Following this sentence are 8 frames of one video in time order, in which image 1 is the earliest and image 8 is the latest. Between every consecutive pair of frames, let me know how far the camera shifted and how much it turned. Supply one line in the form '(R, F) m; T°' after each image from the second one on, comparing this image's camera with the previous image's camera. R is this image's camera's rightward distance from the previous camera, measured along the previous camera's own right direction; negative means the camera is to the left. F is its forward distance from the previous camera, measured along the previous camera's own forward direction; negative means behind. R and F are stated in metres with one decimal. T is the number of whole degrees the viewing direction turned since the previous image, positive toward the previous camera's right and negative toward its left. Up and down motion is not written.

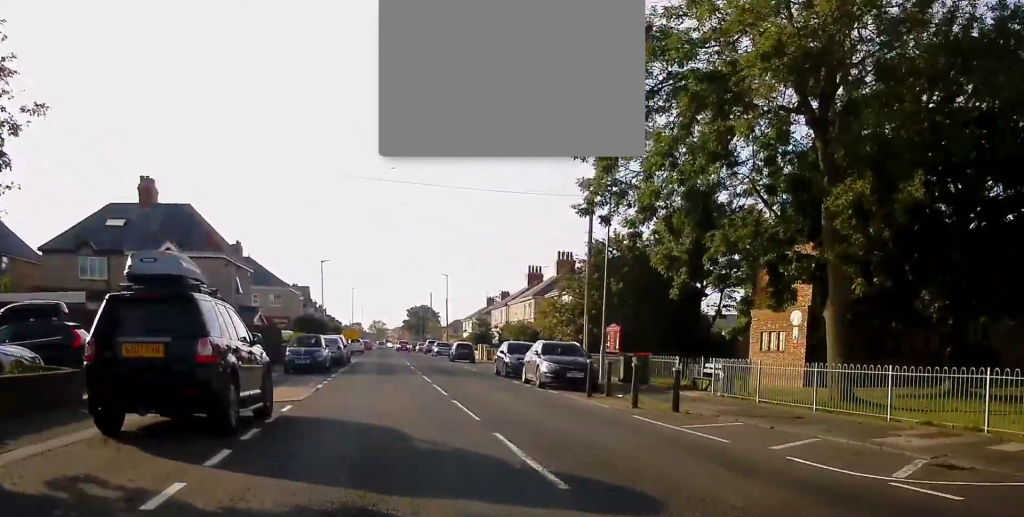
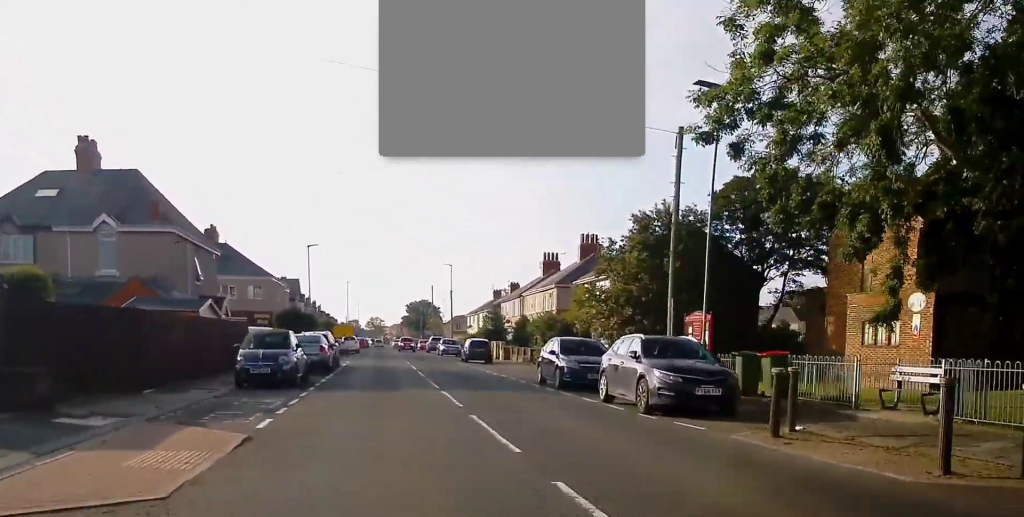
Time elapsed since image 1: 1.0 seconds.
(-0.2, +10.0) m; 0°
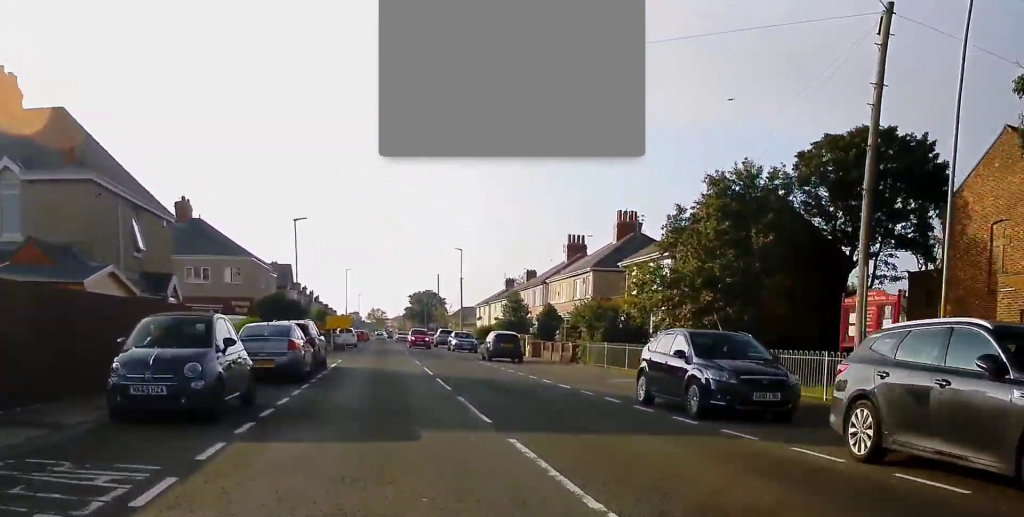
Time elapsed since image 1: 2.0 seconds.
(+0.2, +9.7) m; -1°
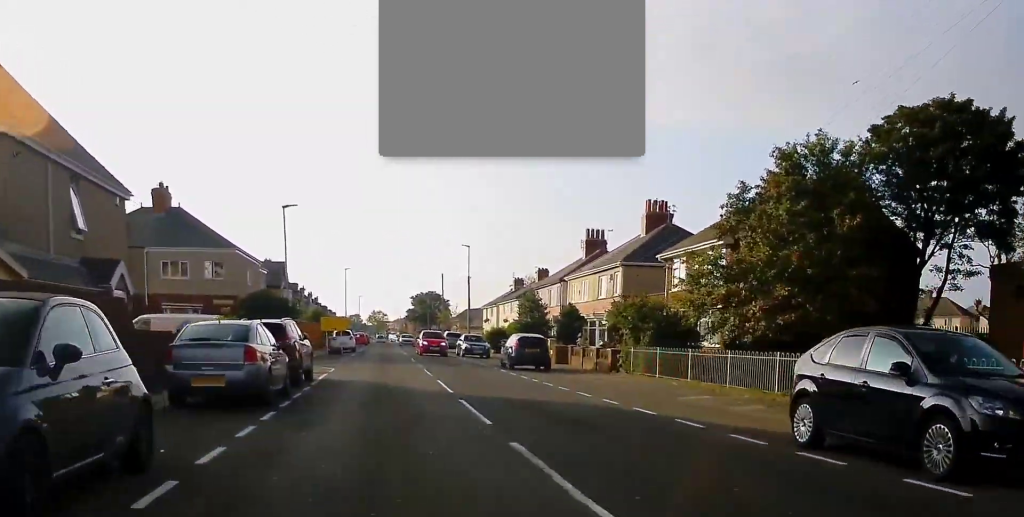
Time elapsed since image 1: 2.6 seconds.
(-0.2, +6.0) m; 0°
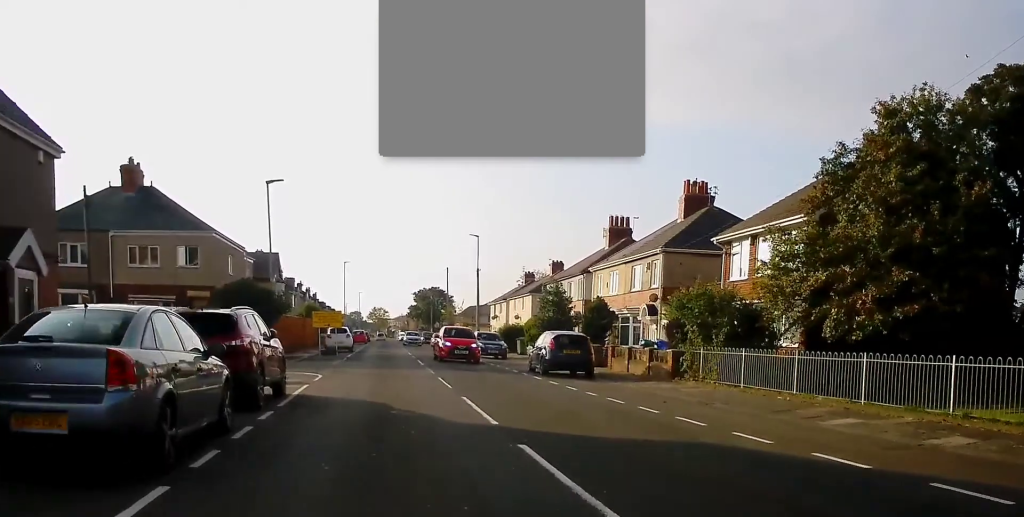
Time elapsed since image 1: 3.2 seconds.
(0.0, +6.4) m; 0°
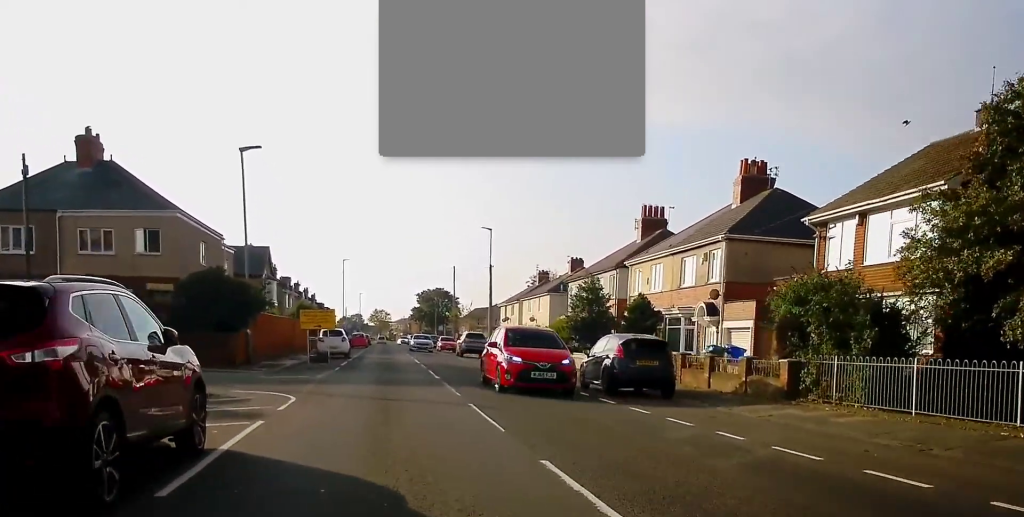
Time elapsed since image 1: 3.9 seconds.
(+0.3, +7.3) m; 0°
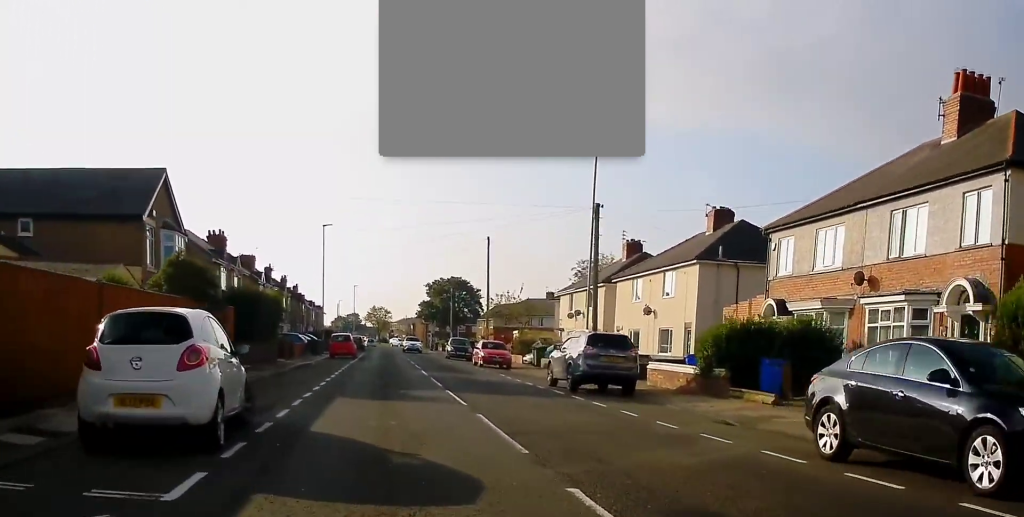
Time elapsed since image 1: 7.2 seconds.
(0.0, +32.0) m; -1°
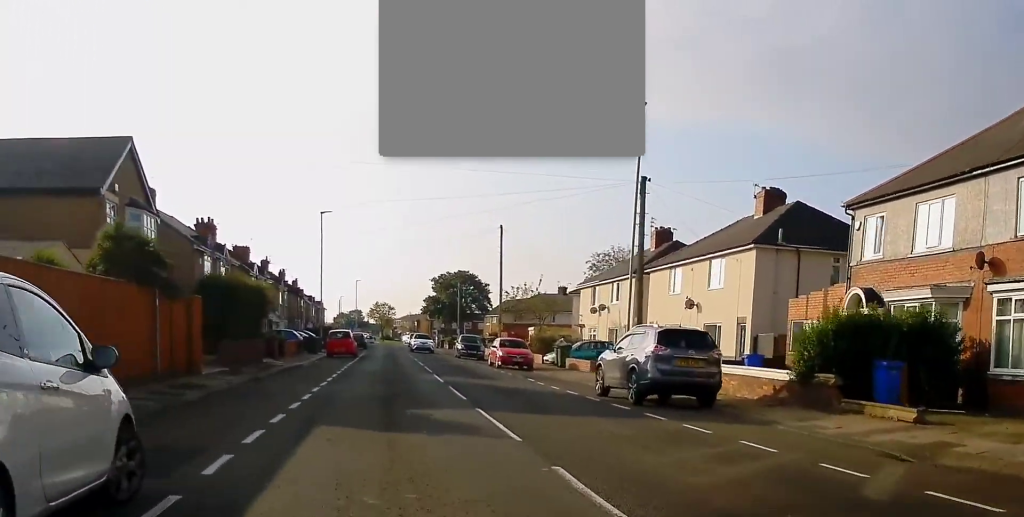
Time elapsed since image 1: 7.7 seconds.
(-0.1, +5.3) m; 0°
